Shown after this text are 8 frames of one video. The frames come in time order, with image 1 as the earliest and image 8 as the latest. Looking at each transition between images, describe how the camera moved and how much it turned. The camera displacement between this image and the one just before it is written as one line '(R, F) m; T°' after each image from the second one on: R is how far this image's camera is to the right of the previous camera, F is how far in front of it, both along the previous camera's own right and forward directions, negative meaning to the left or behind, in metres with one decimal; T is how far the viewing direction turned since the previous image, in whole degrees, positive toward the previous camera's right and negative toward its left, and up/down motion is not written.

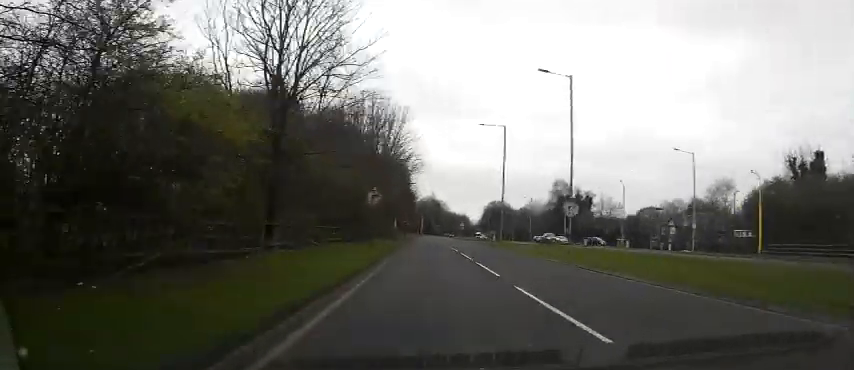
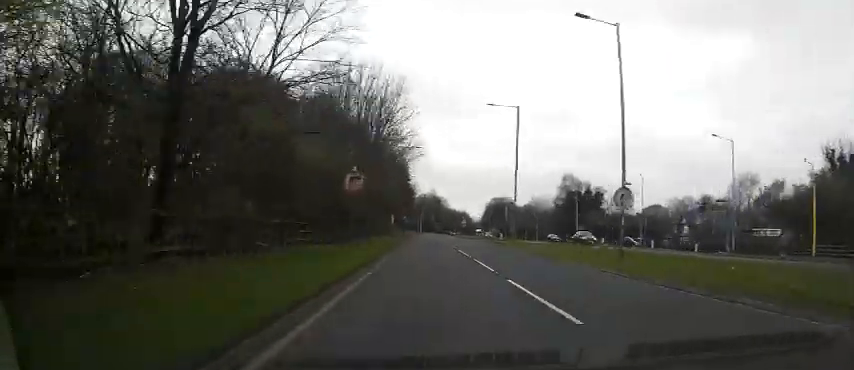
(0.0, +7.6) m; 0°
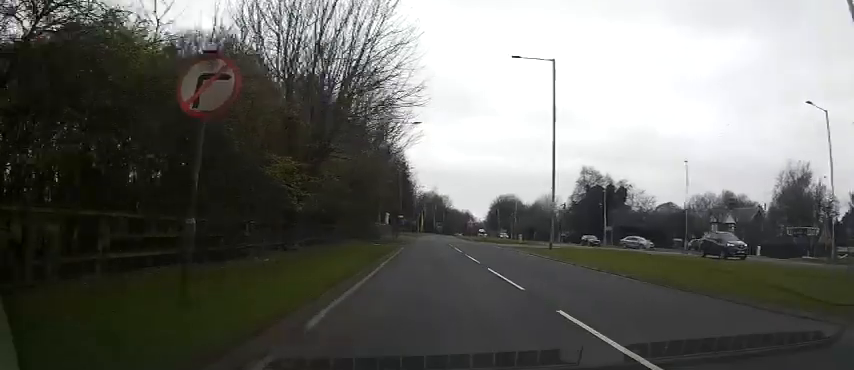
(0.0, +14.4) m; 0°
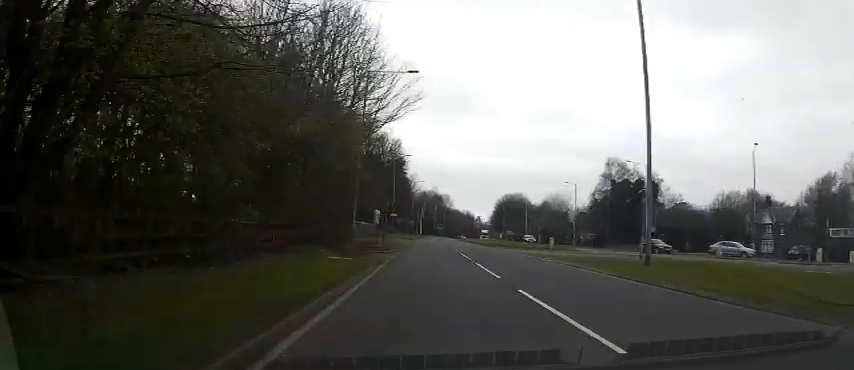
(0.0, +15.1) m; 0°
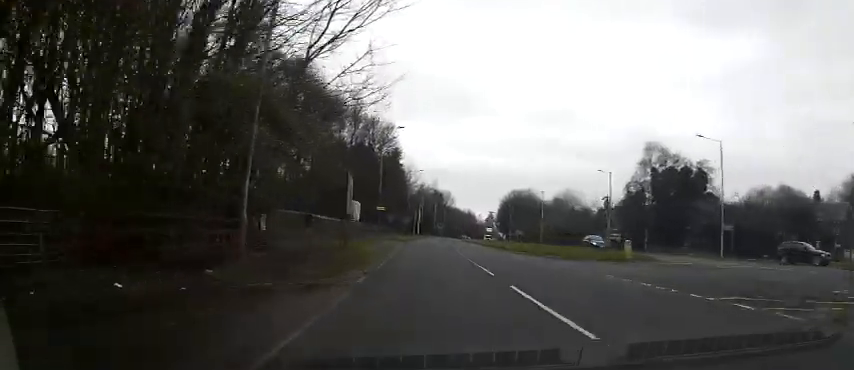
(0.0, +17.2) m; -1°
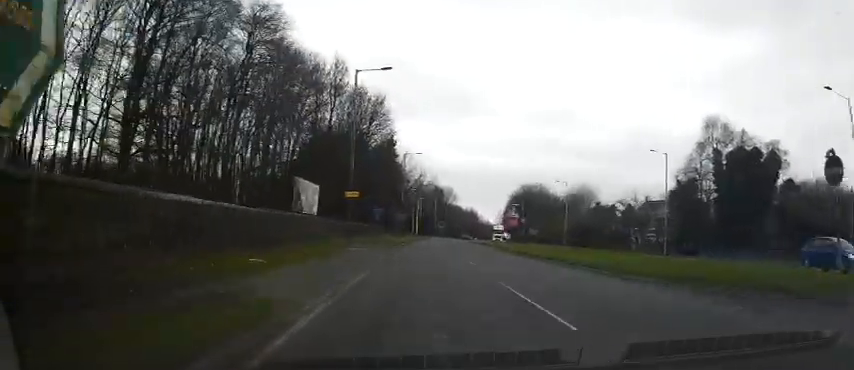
(-0.2, +17.2) m; 0°
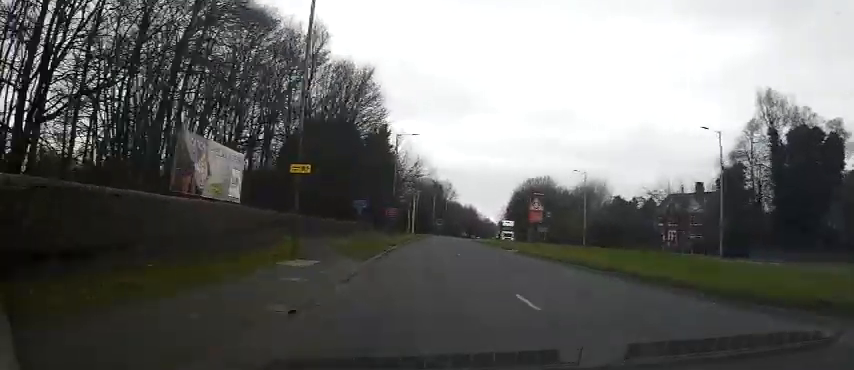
(-0.1, +11.2) m; 0°
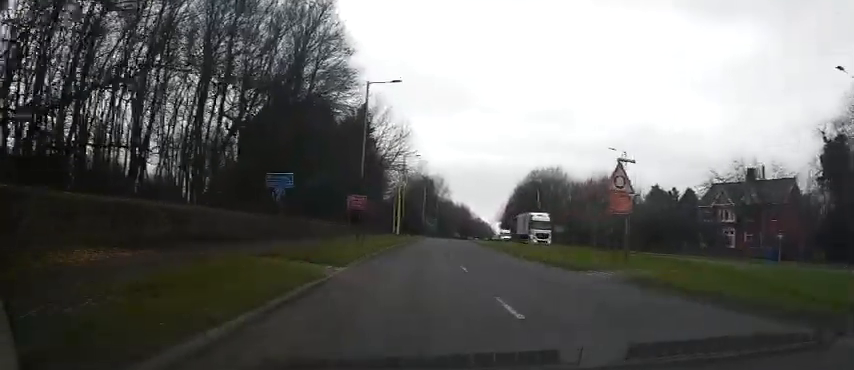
(+0.3, +18.6) m; +1°
